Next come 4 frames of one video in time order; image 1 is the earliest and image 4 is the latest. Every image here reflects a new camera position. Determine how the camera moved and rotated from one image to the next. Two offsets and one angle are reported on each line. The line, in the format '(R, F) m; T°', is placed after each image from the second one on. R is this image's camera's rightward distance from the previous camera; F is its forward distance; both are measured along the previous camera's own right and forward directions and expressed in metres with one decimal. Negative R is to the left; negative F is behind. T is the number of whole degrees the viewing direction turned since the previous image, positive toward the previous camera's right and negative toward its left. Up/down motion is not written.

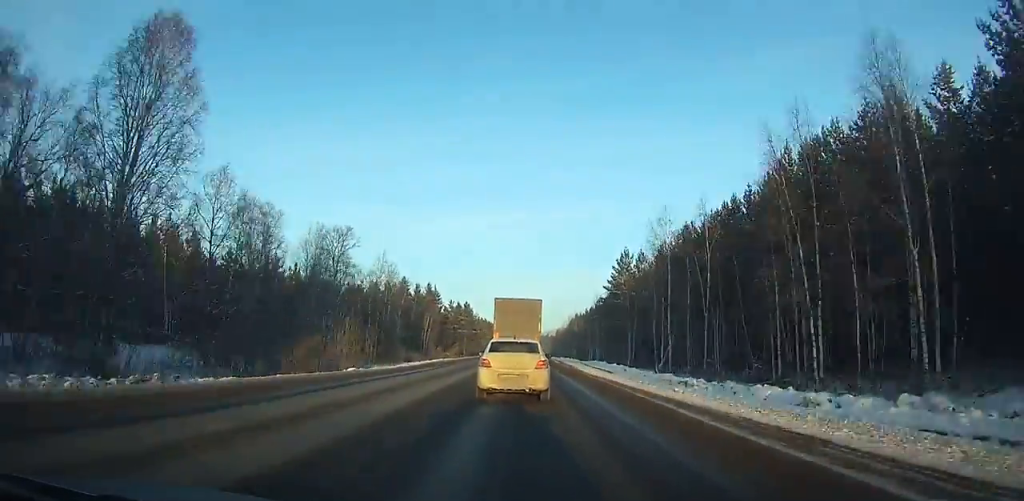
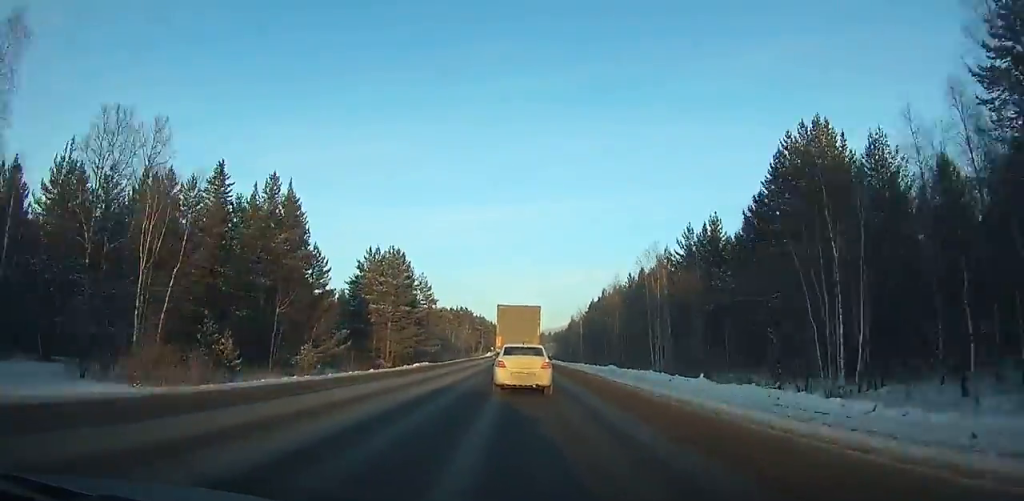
(-1.1, +93.8) m; -1°
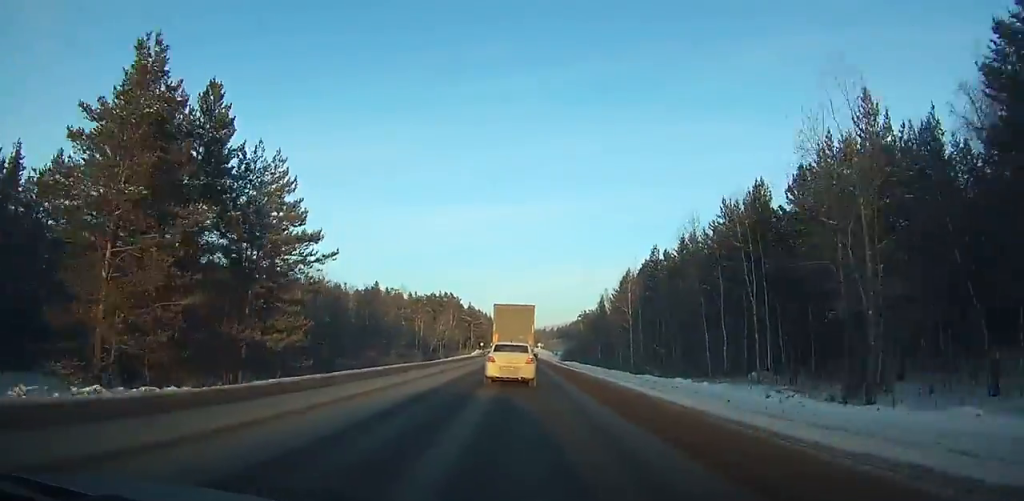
(-0.2, +52.3) m; -2°
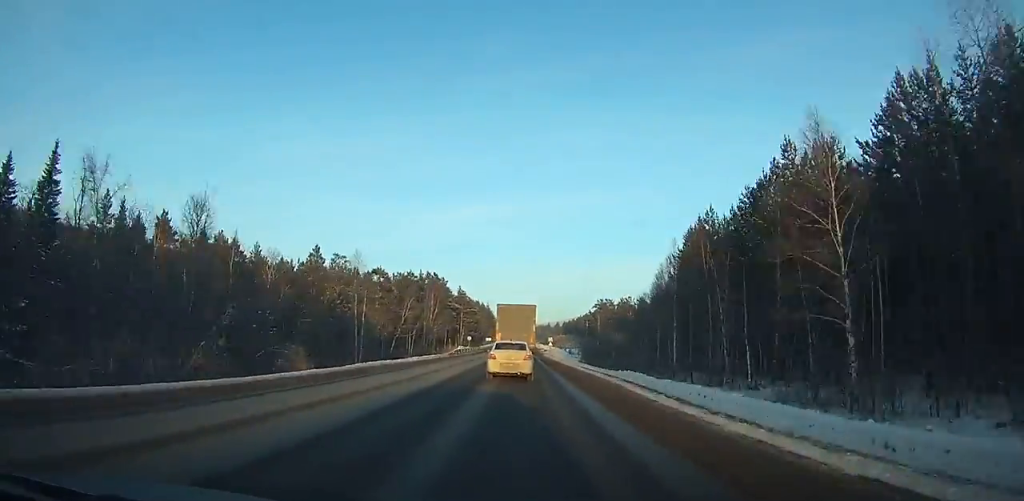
(-1.7, +42.0) m; +1°
